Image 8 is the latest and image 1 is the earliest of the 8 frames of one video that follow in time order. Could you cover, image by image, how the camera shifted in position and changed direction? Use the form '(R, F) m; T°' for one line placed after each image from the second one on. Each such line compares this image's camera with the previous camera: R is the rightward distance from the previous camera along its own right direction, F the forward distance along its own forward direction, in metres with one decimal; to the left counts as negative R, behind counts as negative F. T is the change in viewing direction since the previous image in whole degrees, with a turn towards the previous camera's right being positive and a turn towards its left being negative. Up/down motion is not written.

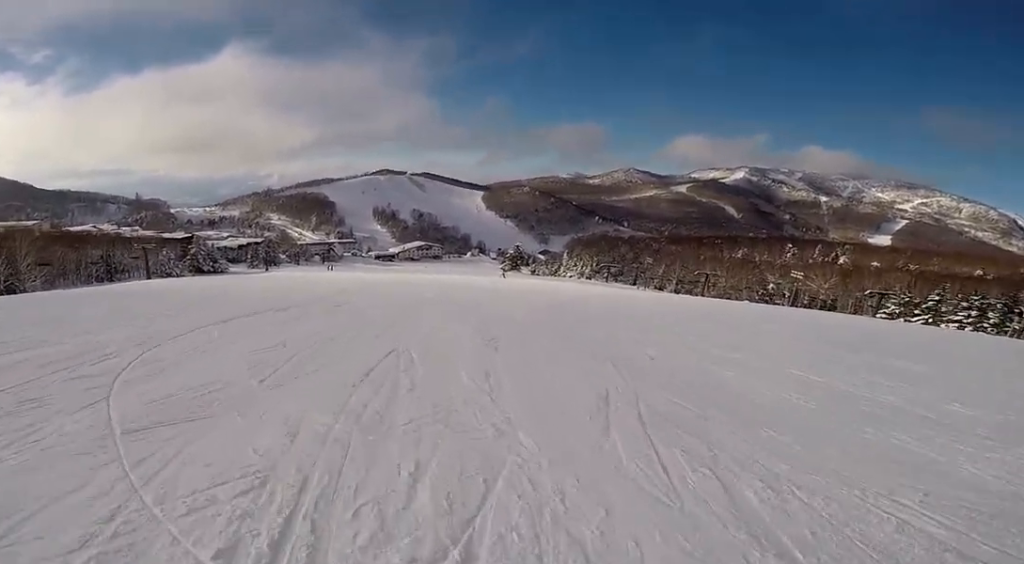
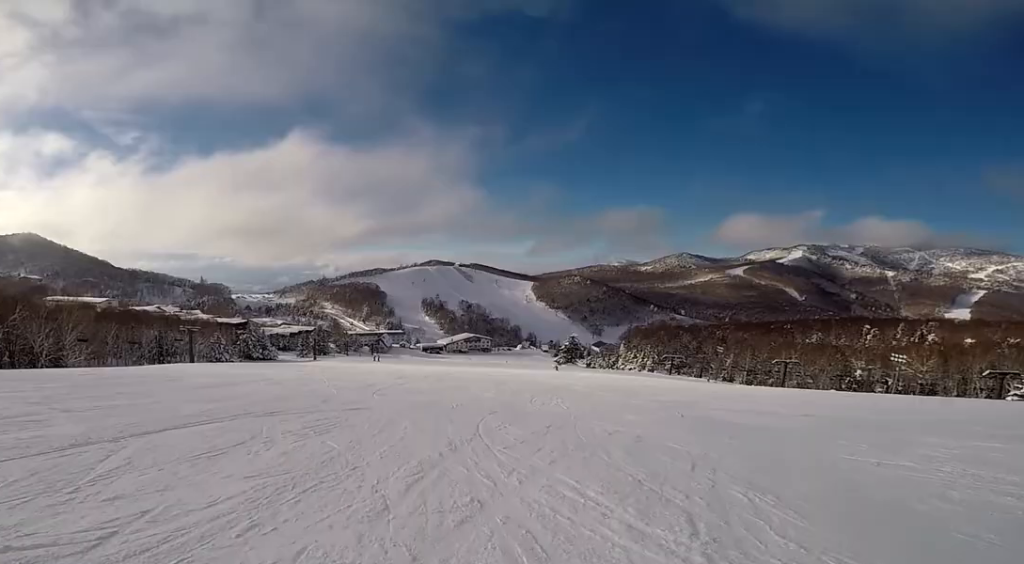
(-0.3, +6.2) m; 0°
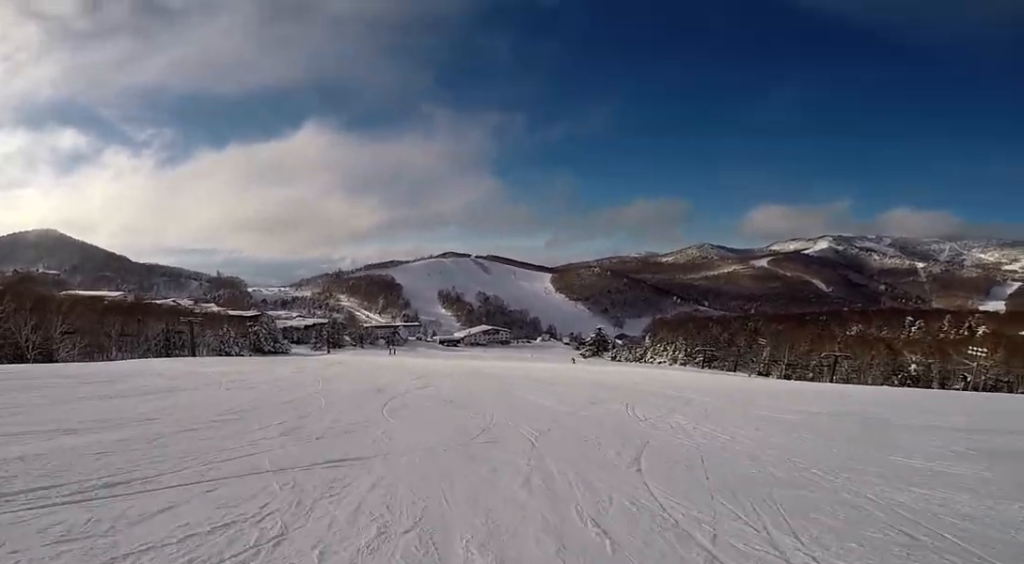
(+0.2, +7.7) m; +4°
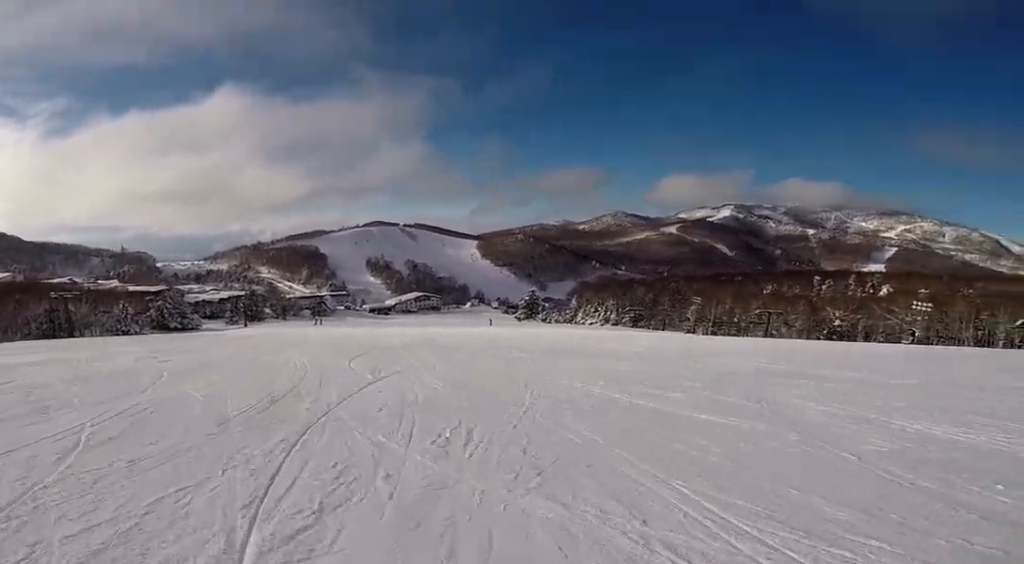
(+0.4, +9.7) m; +7°
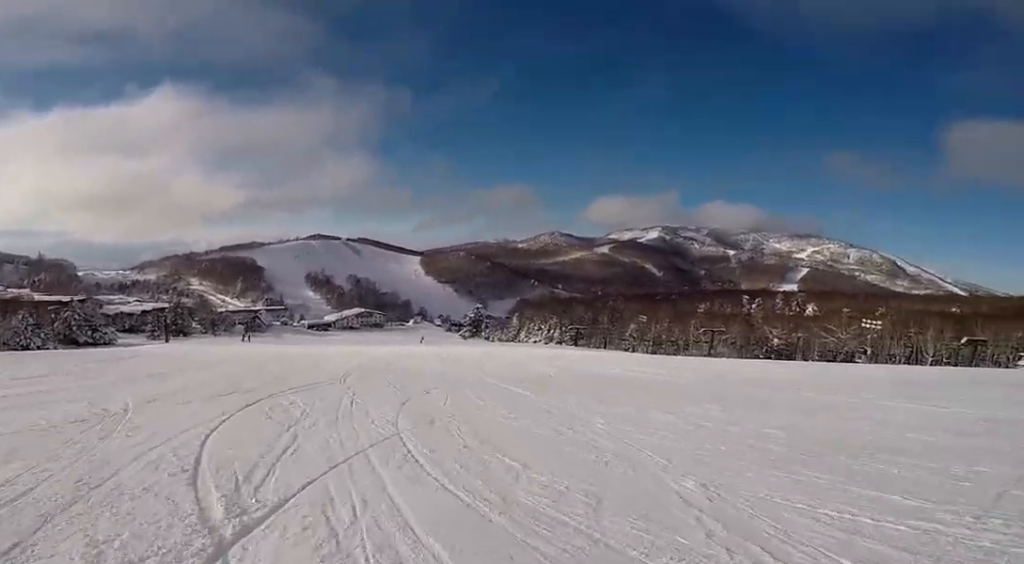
(+0.4, +7.2) m; +5°
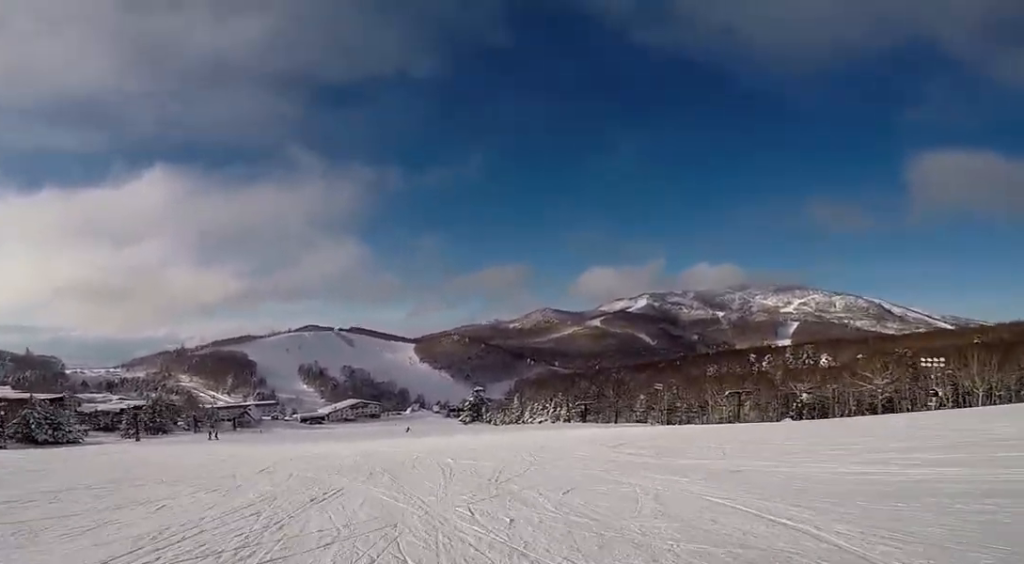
(+0.8, +10.8) m; -2°
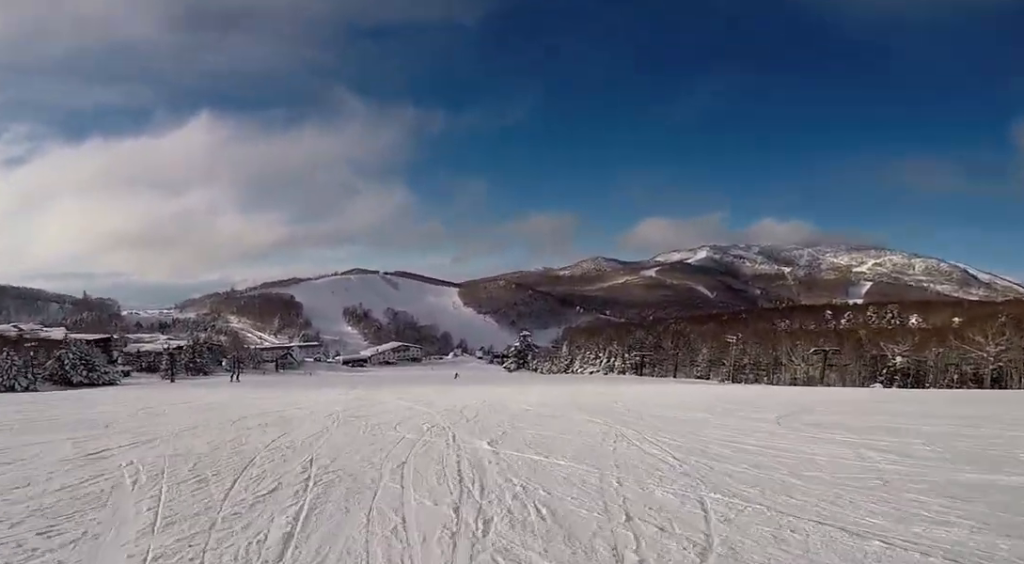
(-0.5, +8.3) m; -4°
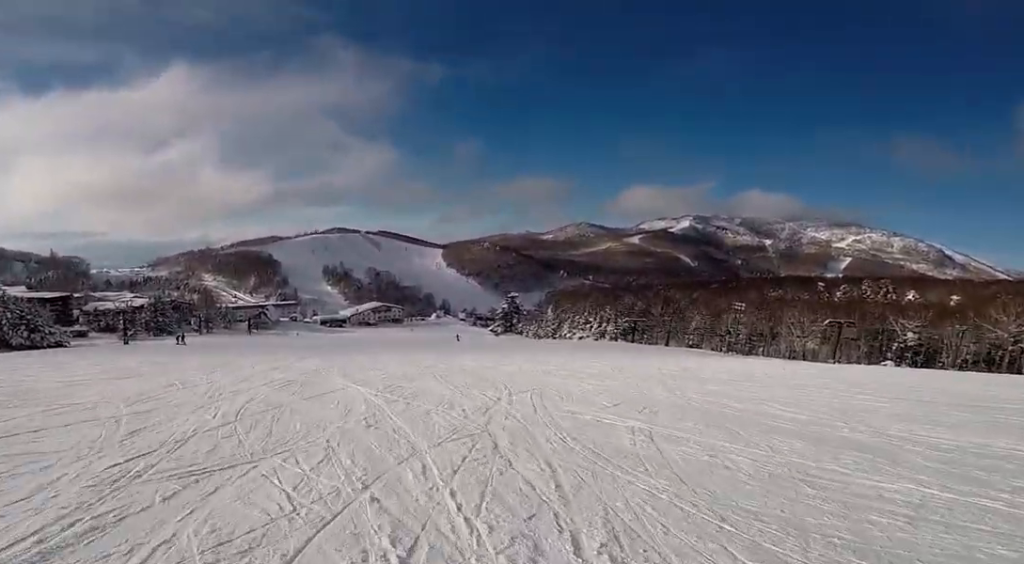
(-0.8, +9.7) m; -4°
